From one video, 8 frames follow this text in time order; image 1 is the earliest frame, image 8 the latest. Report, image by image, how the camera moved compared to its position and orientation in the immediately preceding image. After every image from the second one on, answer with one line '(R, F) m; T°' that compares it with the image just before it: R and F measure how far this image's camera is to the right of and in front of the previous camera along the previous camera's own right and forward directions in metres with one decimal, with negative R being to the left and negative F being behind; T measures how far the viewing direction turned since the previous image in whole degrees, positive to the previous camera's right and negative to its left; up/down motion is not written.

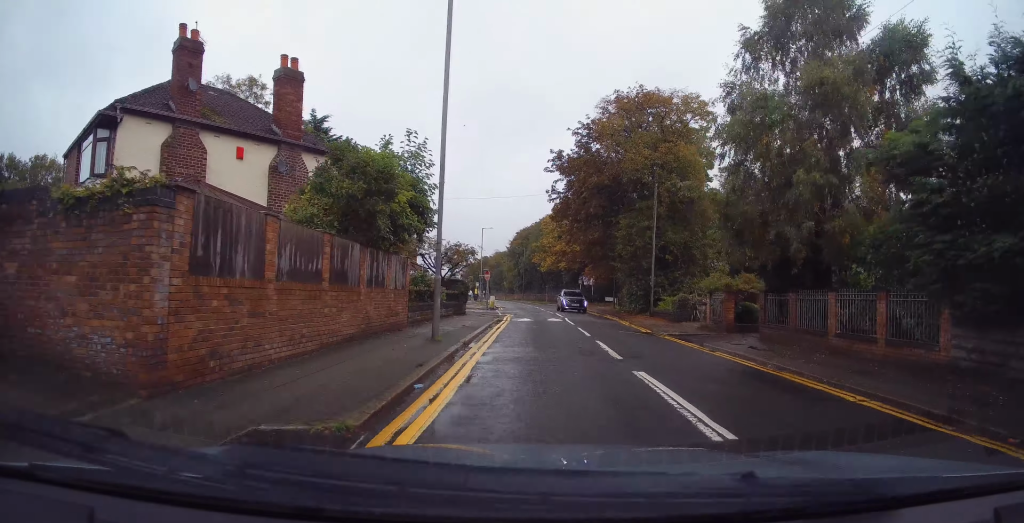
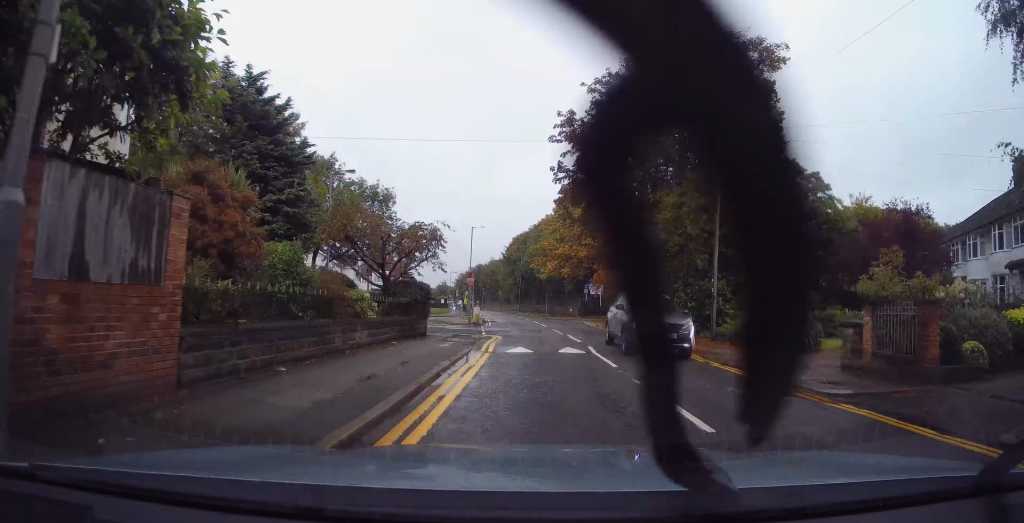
(+0.6, +11.3) m; +3°
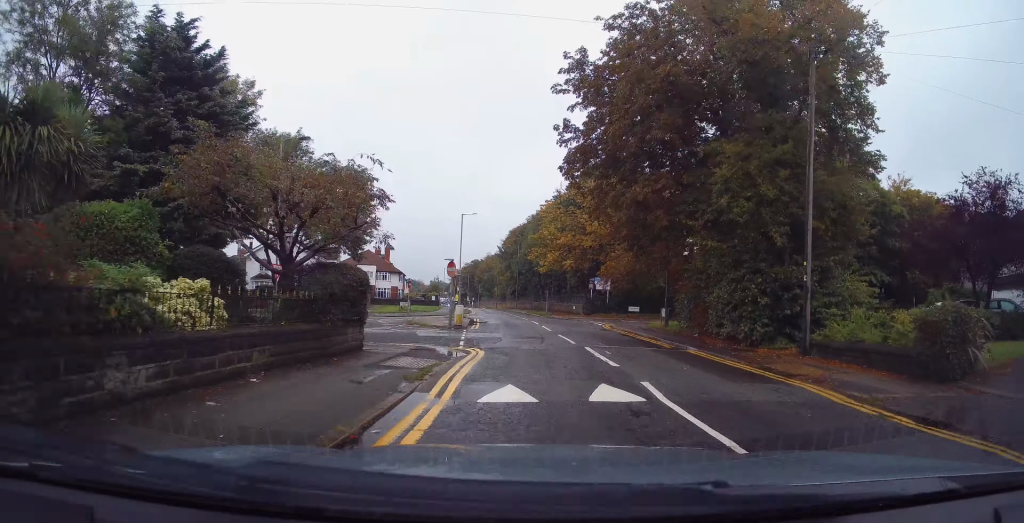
(0.0, +7.7) m; 0°
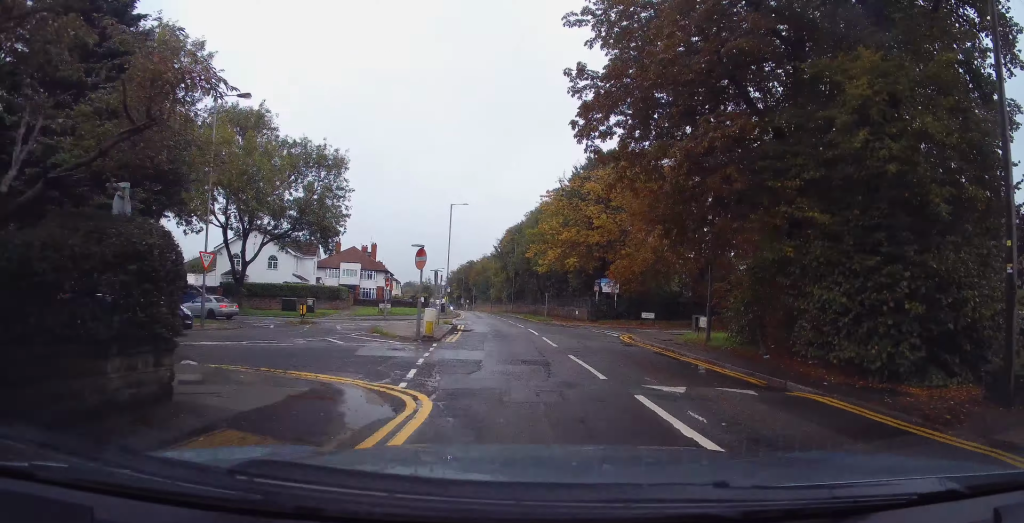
(-0.1, +7.0) m; -2°
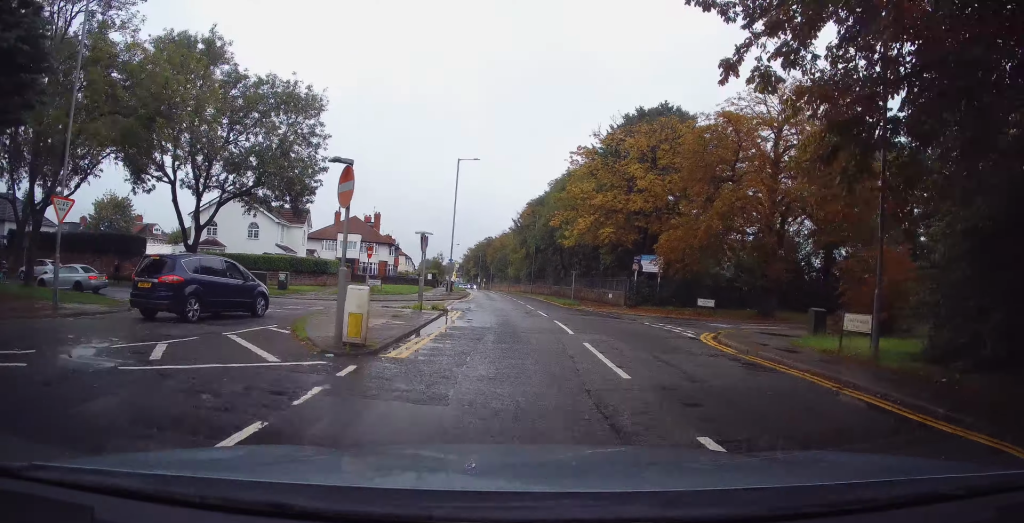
(-0.4, +9.6) m; -3°
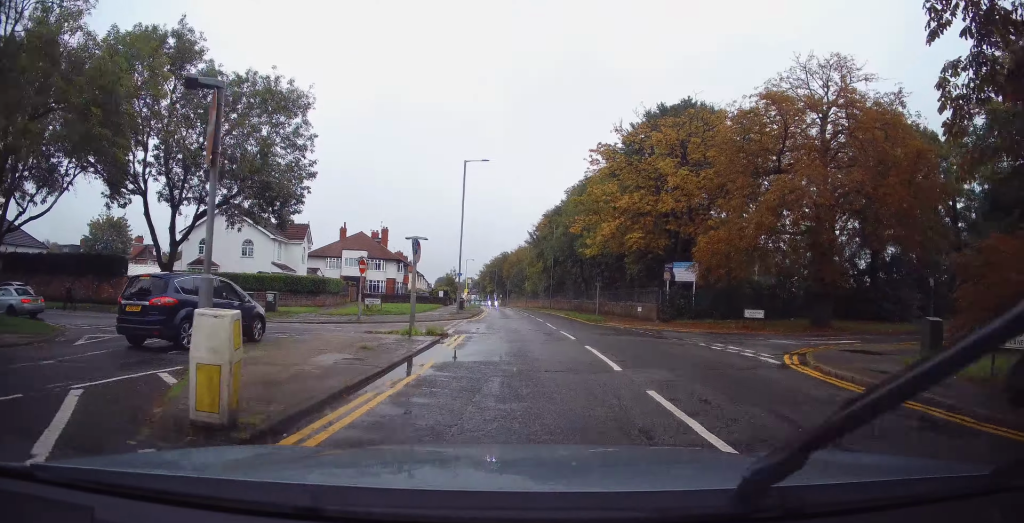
(0.0, +4.8) m; 0°
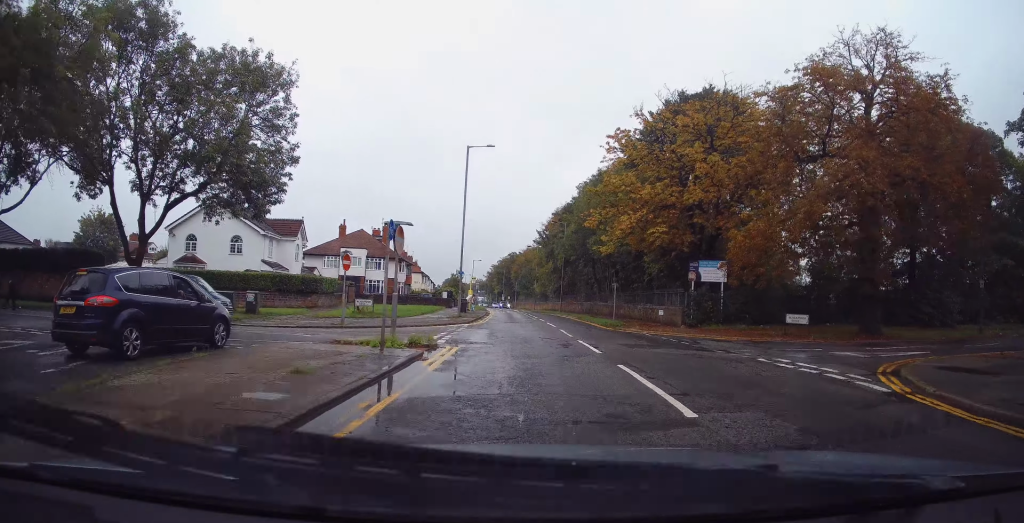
(0.0, +4.1) m; -1°
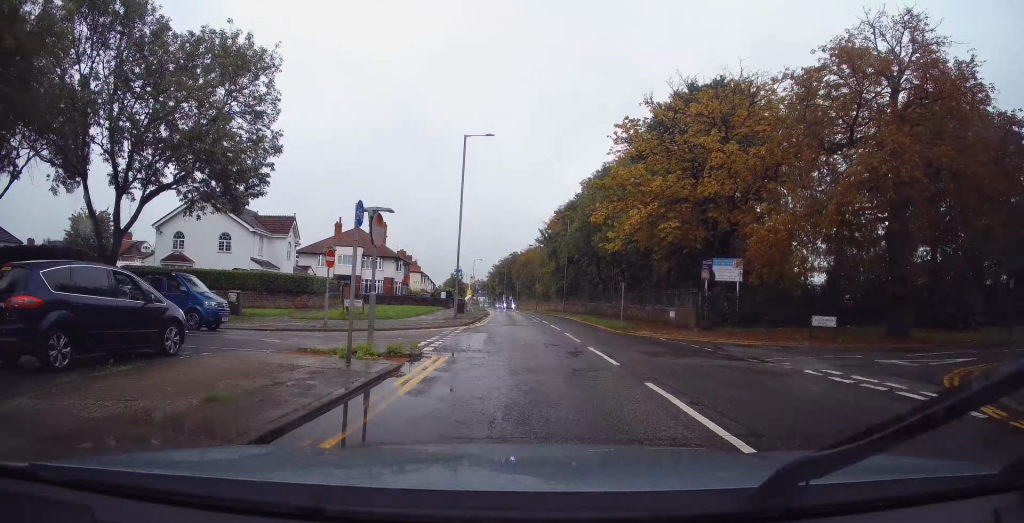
(-0.1, +2.3) m; 0°
